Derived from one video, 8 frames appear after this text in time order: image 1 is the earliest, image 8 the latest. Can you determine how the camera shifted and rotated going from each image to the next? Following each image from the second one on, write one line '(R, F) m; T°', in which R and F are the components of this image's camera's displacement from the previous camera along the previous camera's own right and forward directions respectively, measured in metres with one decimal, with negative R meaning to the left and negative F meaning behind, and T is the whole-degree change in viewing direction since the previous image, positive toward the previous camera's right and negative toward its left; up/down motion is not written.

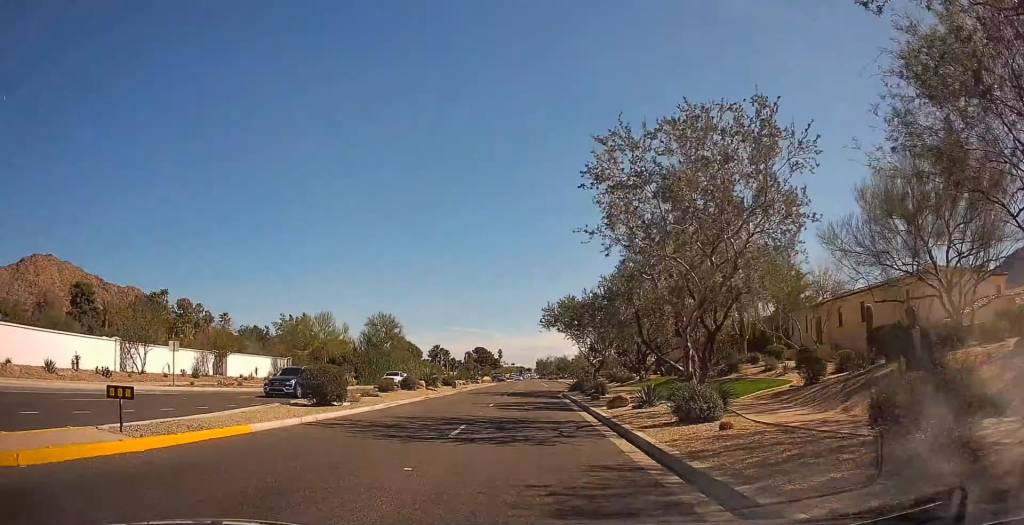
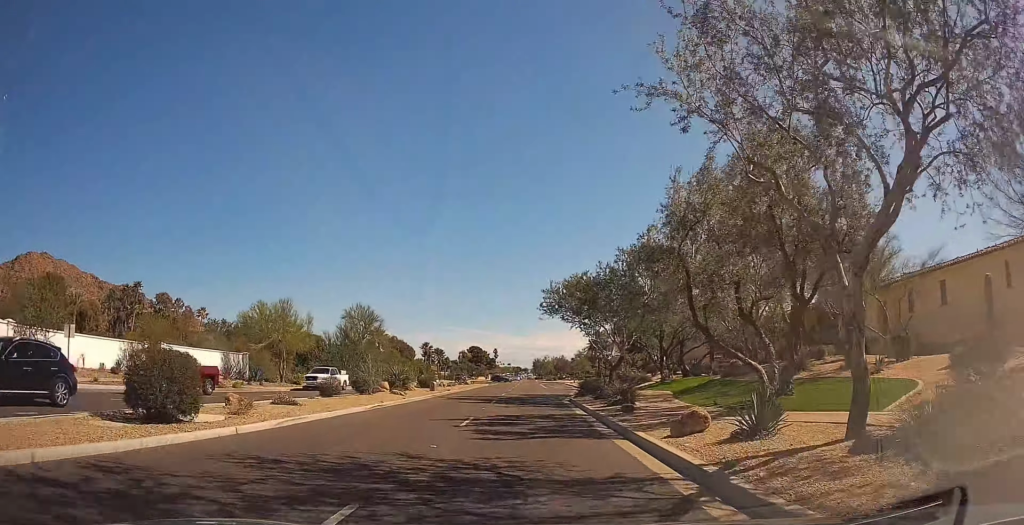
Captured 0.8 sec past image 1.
(0.0, +10.0) m; +3°
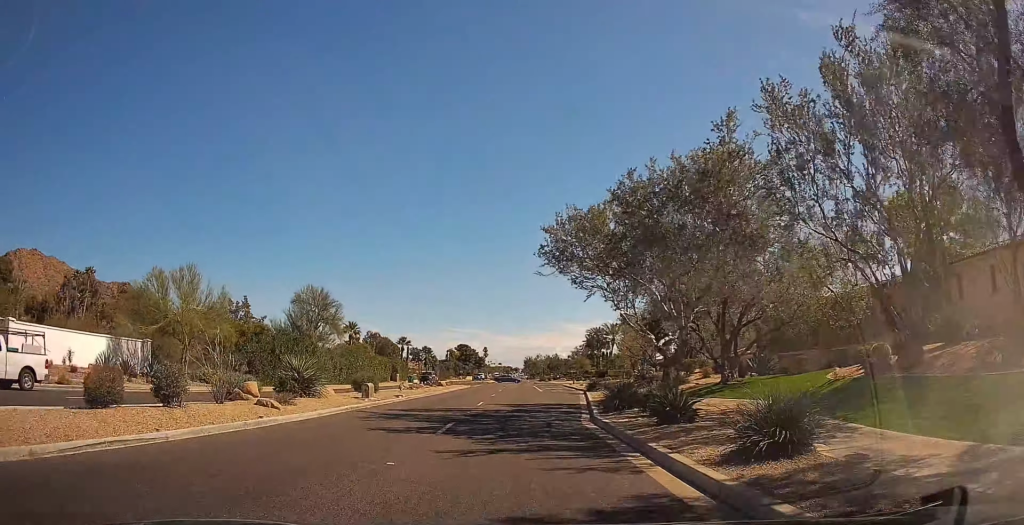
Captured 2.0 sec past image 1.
(+1.0, +14.9) m; +4°
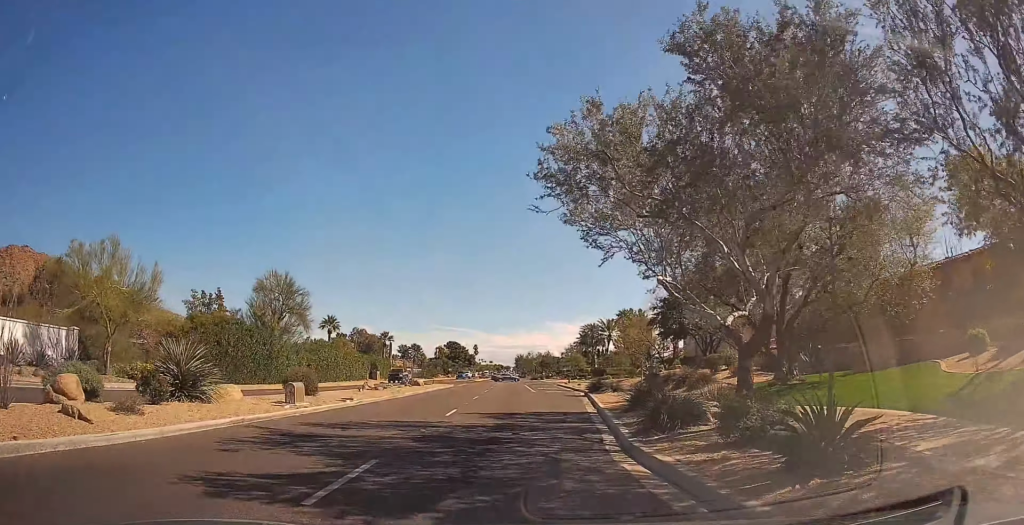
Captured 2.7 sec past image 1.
(-0.1, +7.4) m; -2°
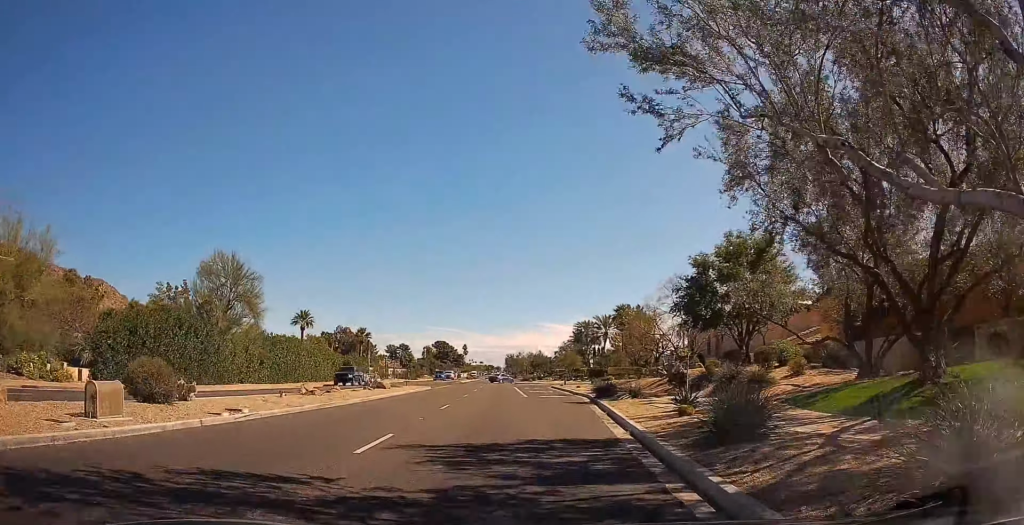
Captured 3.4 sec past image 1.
(-0.3, +8.8) m; -4°
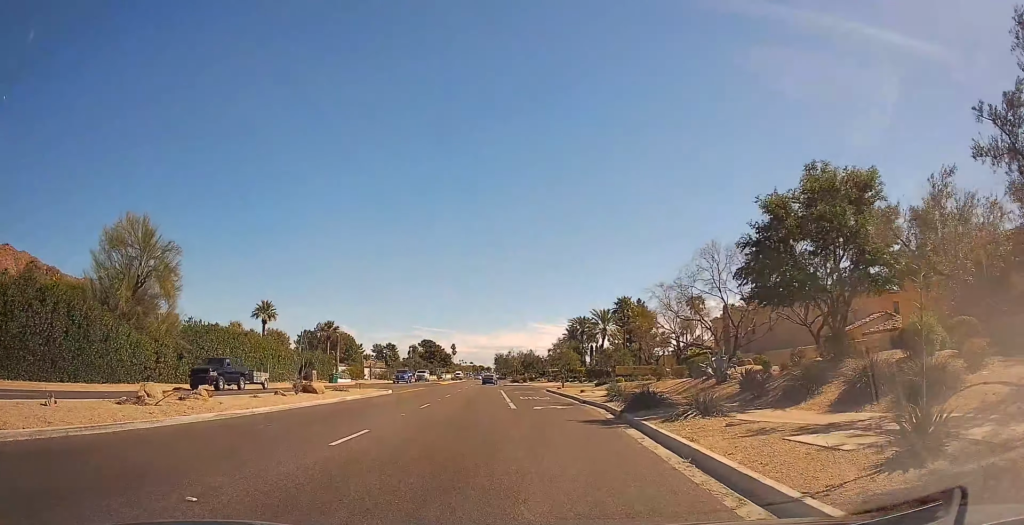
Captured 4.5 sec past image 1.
(-0.6, +11.4) m; -4°
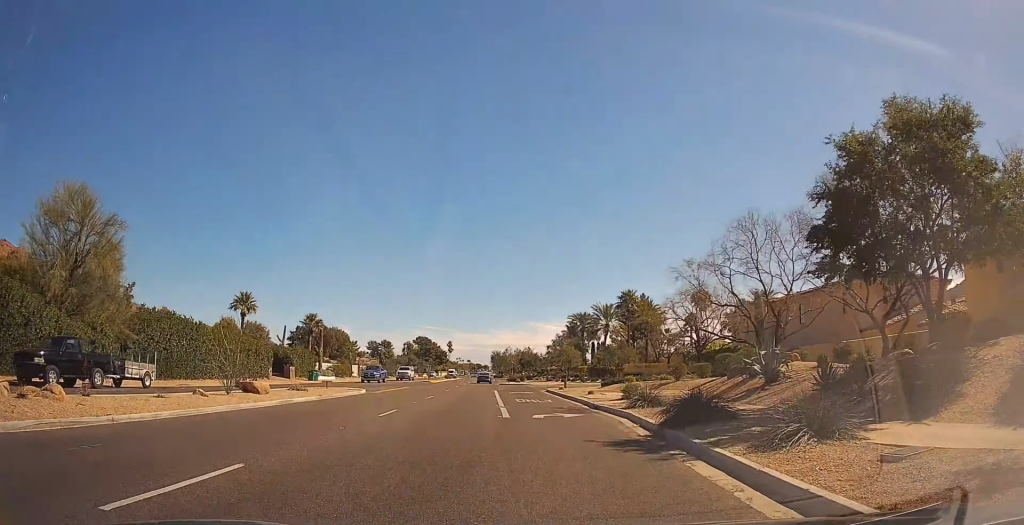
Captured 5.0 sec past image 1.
(-0.3, +6.1) m; 0°
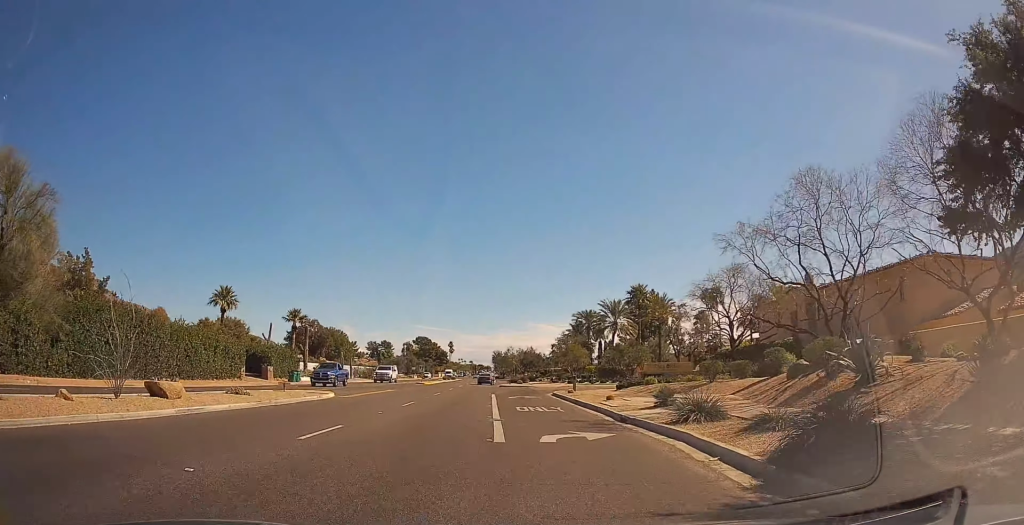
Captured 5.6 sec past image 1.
(+0.2, +6.2) m; +3°
